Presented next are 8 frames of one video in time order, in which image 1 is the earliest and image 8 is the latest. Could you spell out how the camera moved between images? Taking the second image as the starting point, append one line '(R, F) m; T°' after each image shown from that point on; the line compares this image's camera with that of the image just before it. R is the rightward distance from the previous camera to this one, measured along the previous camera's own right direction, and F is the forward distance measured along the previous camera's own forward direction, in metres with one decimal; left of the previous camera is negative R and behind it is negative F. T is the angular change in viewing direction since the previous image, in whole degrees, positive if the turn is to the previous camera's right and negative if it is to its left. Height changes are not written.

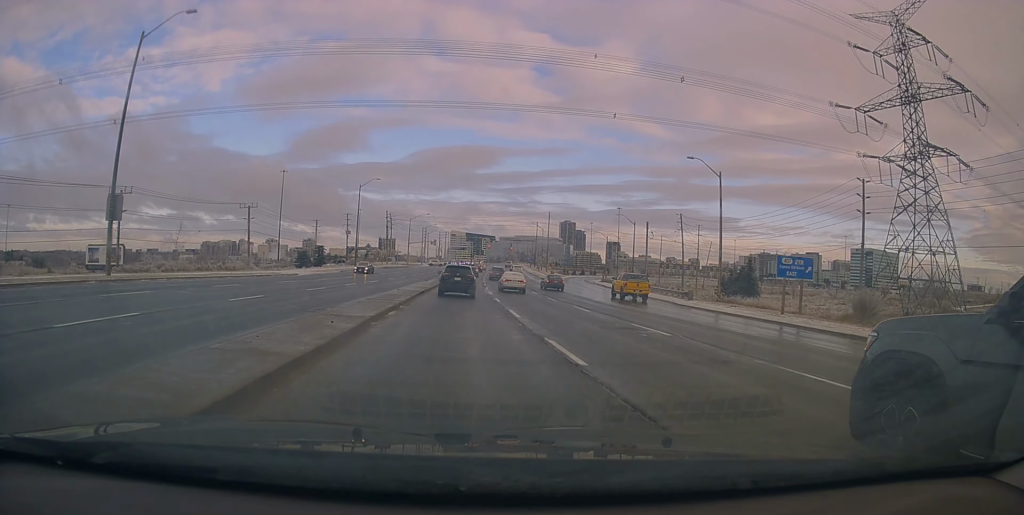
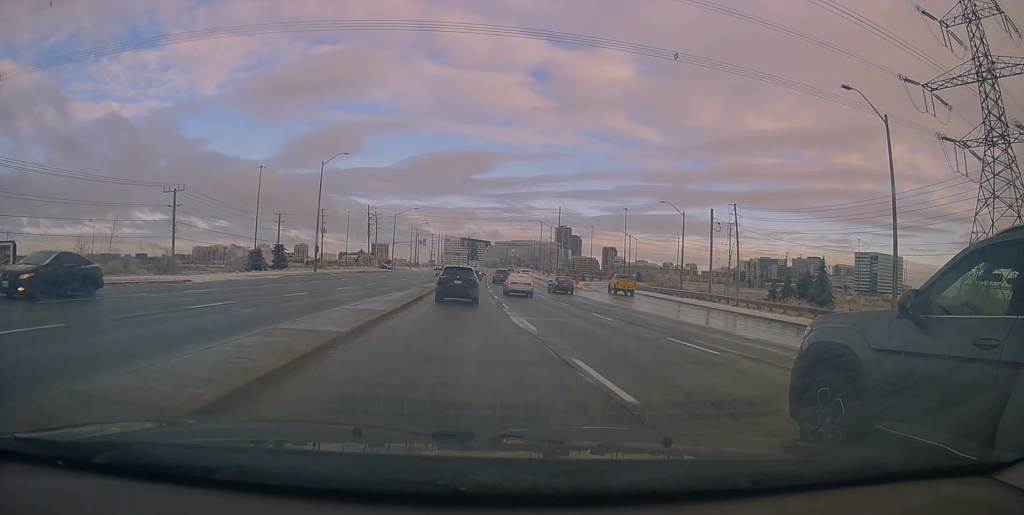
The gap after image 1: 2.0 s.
(+0.5, +23.6) m; +2°
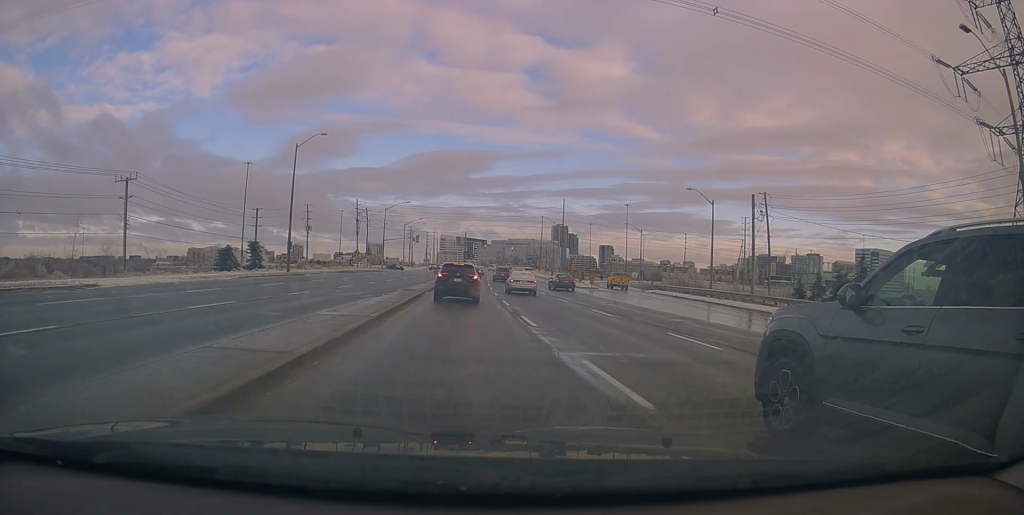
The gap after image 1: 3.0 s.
(+0.2, +9.6) m; -1°
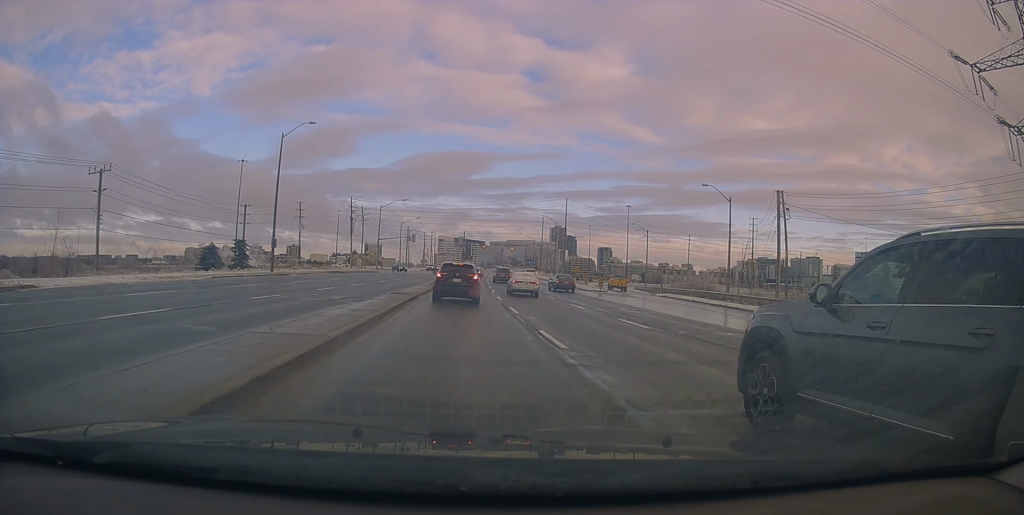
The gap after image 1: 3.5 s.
(-0.1, +4.5) m; 0°
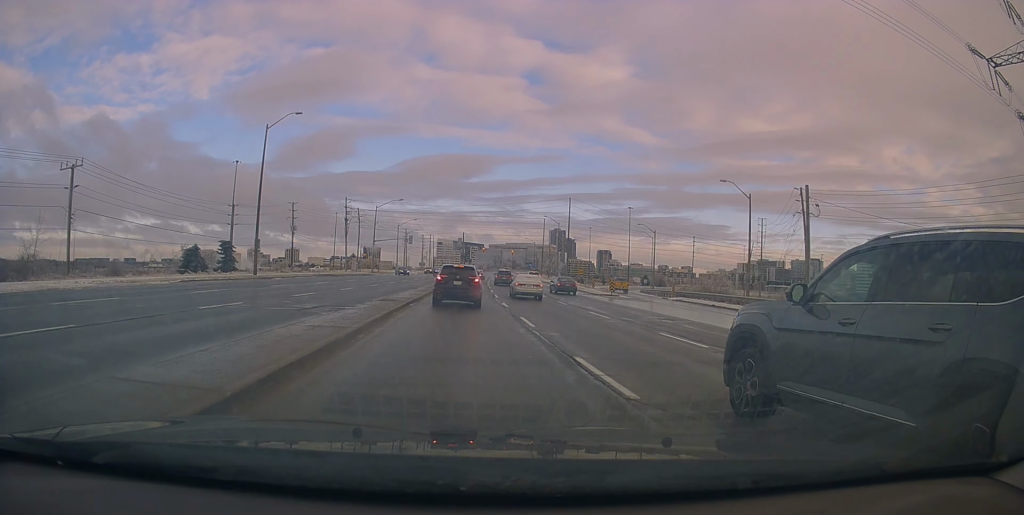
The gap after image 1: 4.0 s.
(-0.2, +4.6) m; 0°
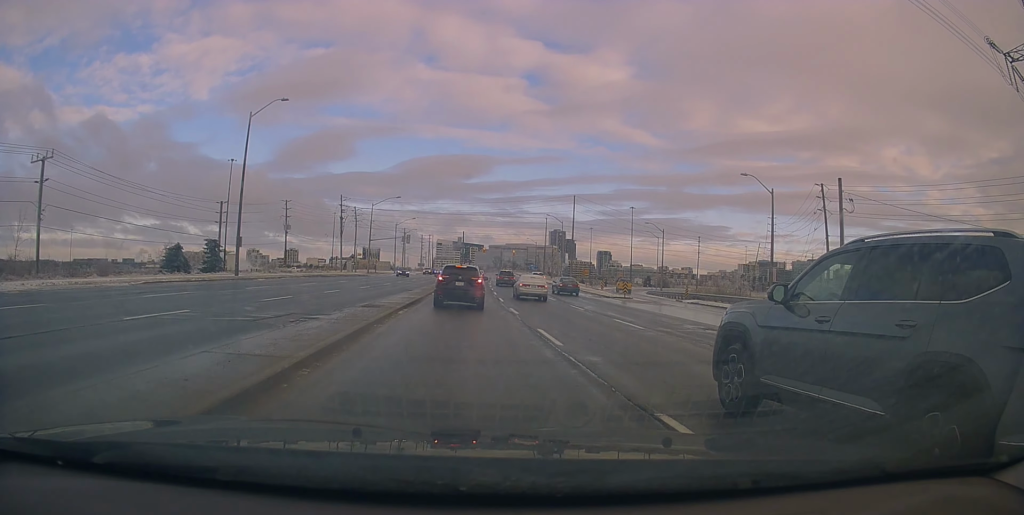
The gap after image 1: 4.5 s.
(+0.1, +4.2) m; +1°
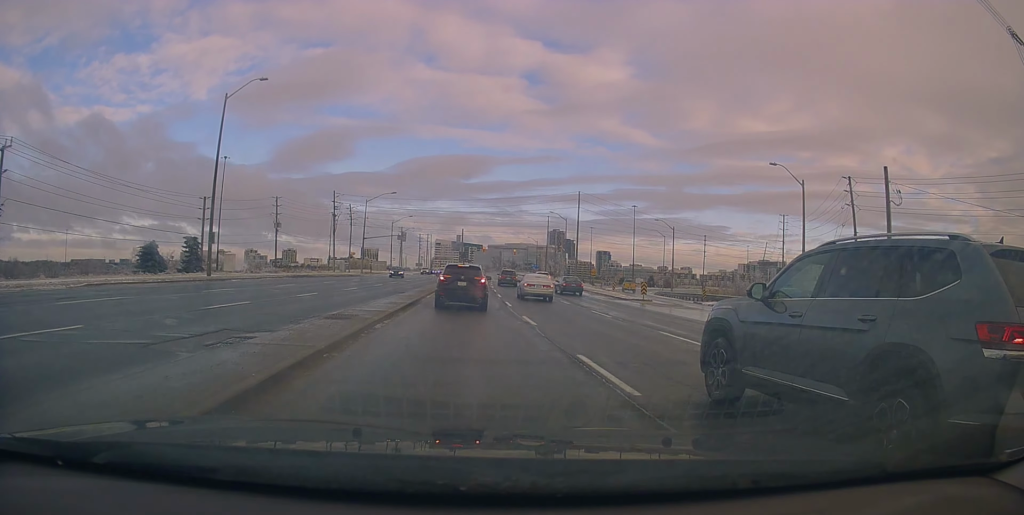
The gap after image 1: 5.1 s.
(+0.1, +5.2) m; +1°
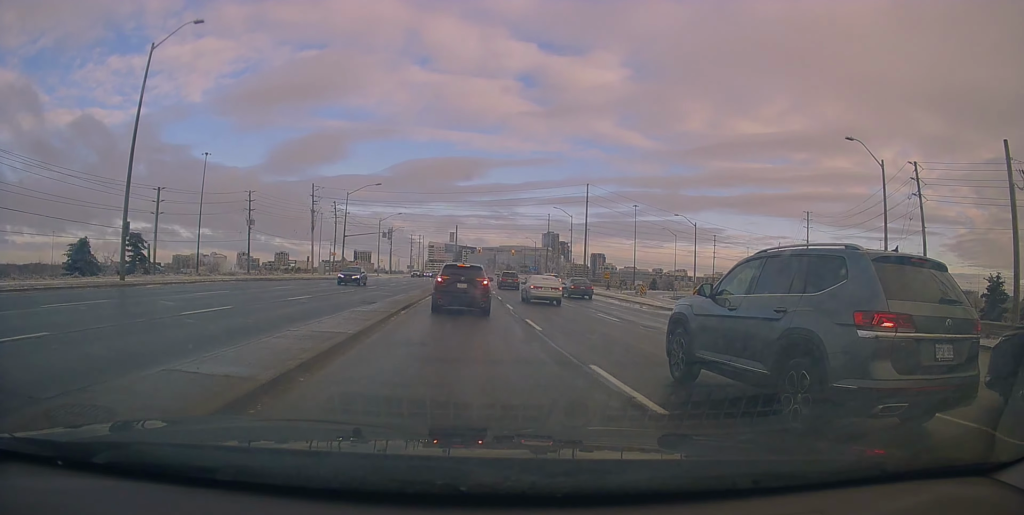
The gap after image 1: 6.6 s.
(0.0, +11.1) m; 0°
